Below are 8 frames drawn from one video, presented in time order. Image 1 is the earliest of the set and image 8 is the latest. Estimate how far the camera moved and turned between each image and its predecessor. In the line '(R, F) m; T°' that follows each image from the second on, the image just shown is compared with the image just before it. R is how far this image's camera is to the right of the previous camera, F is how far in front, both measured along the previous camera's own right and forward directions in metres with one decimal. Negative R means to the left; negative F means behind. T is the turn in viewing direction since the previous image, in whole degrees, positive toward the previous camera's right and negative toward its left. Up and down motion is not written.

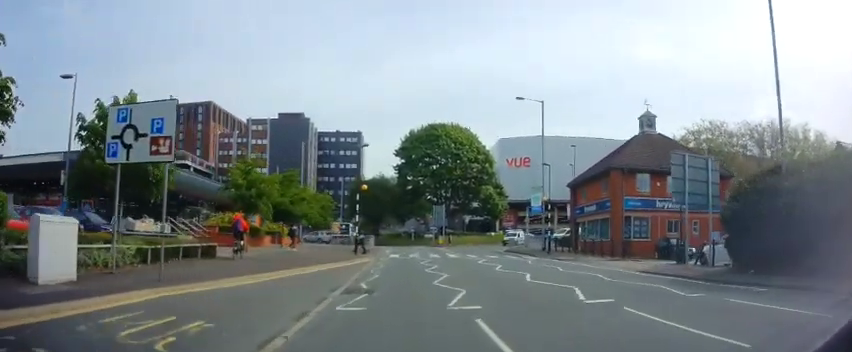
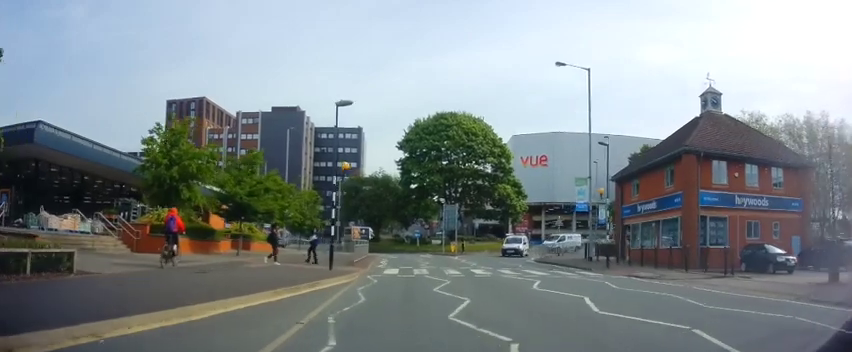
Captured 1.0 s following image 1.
(+0.1, +9.7) m; -2°
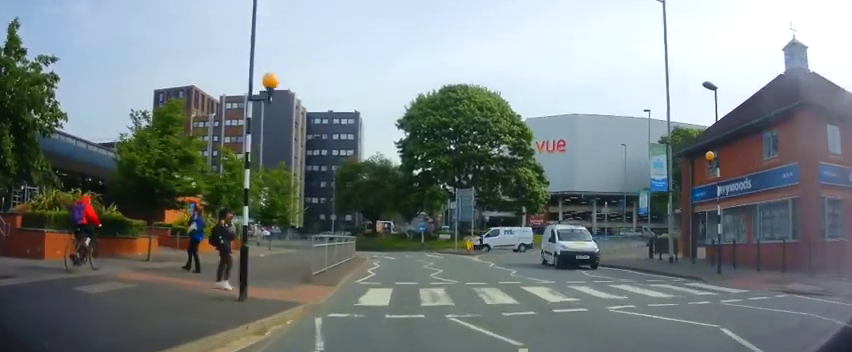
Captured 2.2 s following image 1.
(-0.5, +9.6) m; -2°
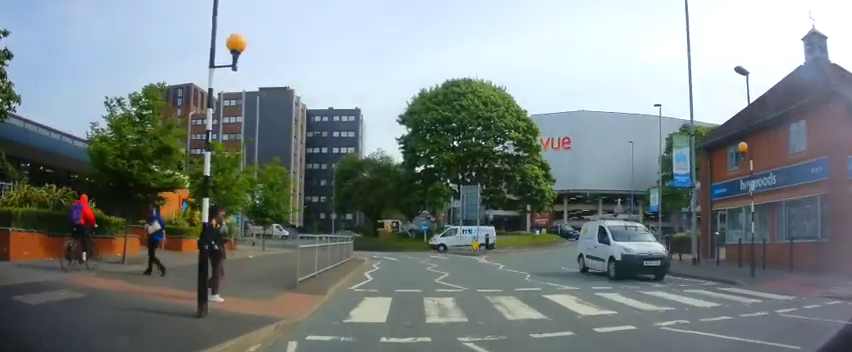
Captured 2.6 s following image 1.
(-0.2, +2.6) m; 0°
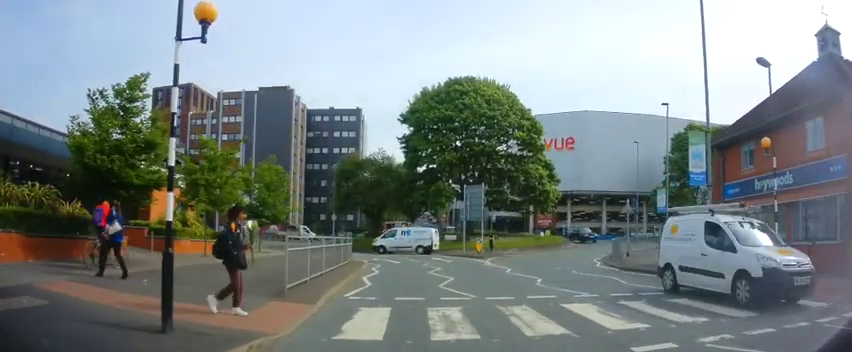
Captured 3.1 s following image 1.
(+0.3, +1.2) m; 0°
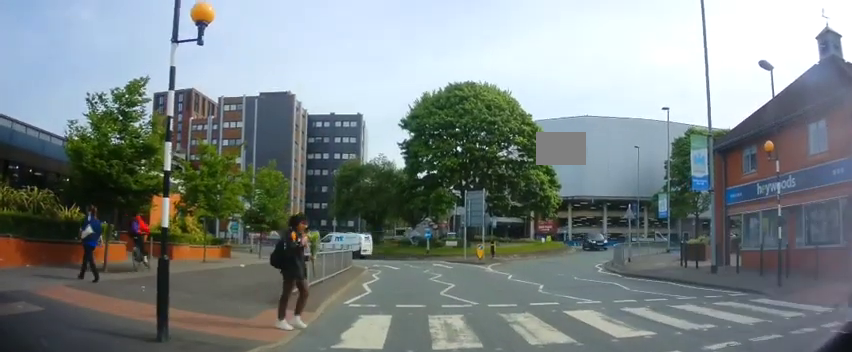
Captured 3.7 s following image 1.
(+0.3, +1.1) m; 0°
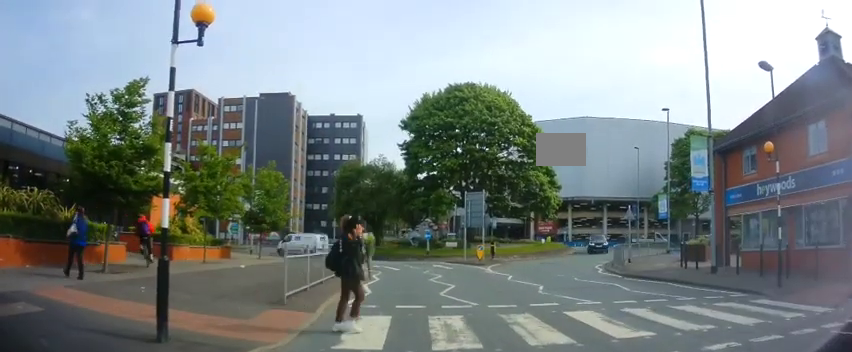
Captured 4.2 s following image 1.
(0.0, 0.0) m; 0°
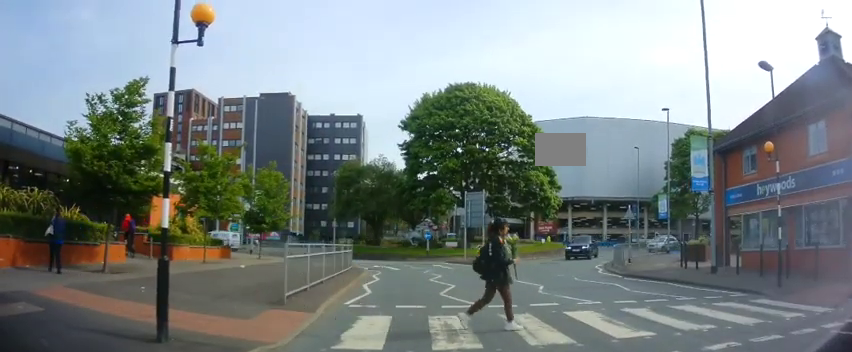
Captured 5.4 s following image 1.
(0.0, 0.0) m; 0°
